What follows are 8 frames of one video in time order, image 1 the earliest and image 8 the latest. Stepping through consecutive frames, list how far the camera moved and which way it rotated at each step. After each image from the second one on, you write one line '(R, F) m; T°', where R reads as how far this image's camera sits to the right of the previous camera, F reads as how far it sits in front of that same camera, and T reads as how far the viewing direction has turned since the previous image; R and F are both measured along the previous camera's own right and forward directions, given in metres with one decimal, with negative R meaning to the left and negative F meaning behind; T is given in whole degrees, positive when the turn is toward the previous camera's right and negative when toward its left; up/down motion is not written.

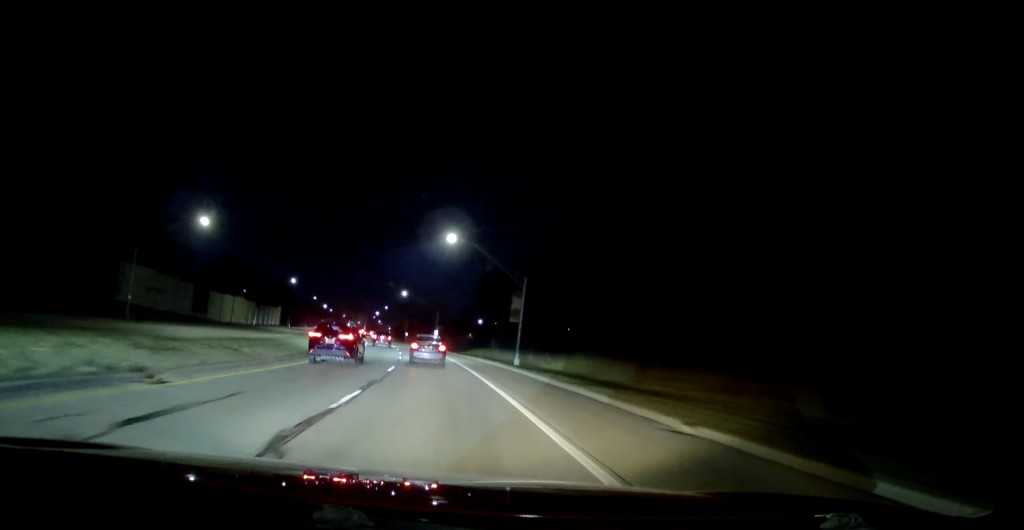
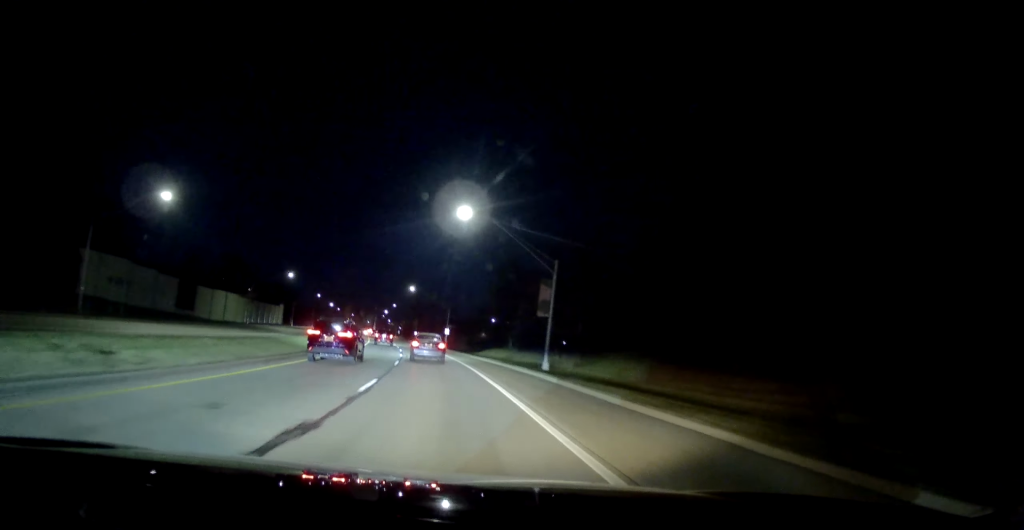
(-0.1, +9.1) m; -2°
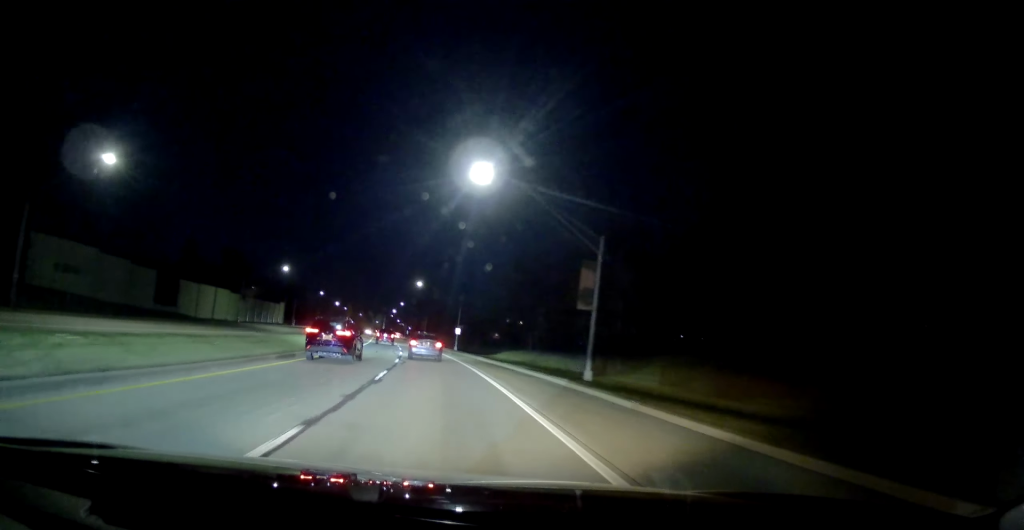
(-0.2, +9.2) m; -1°
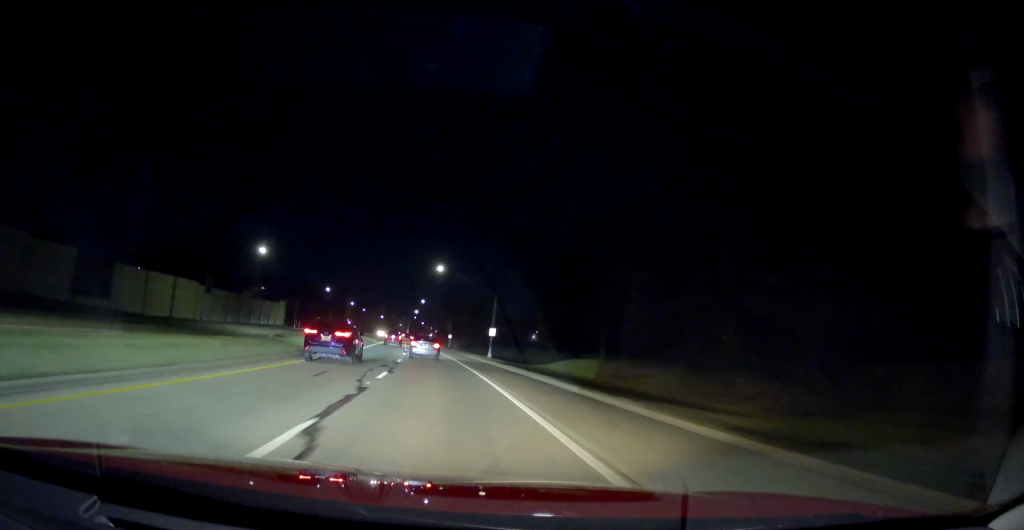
(-0.5, +22.3) m; -1°
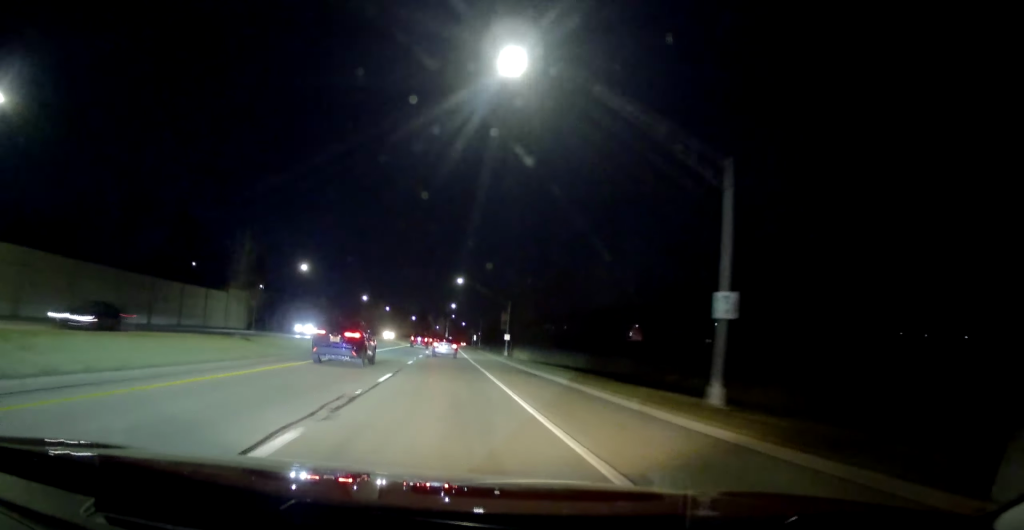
(-1.4, +49.1) m; -4°
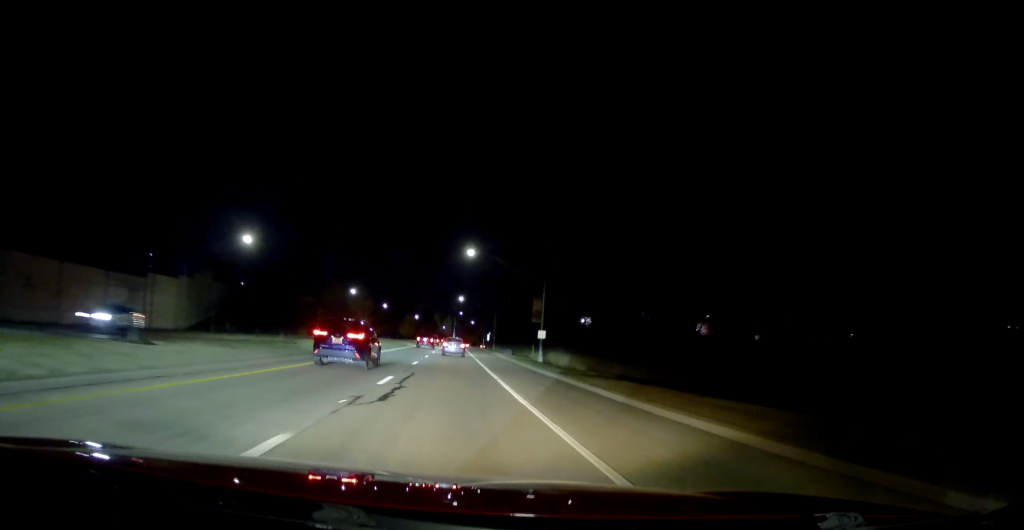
(-0.3, +24.6) m; -2°
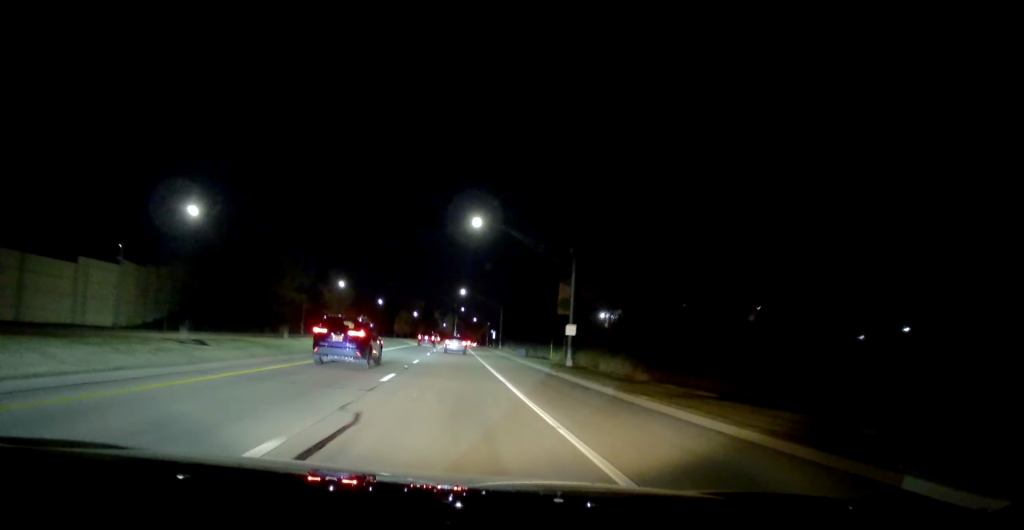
(-0.3, +12.5) m; 0°
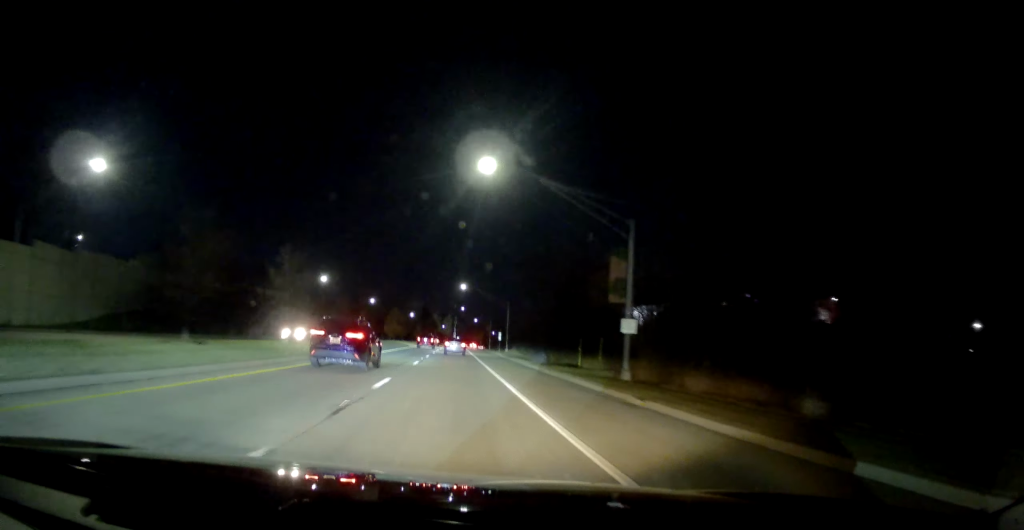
(+0.2, +13.4) m; 0°
